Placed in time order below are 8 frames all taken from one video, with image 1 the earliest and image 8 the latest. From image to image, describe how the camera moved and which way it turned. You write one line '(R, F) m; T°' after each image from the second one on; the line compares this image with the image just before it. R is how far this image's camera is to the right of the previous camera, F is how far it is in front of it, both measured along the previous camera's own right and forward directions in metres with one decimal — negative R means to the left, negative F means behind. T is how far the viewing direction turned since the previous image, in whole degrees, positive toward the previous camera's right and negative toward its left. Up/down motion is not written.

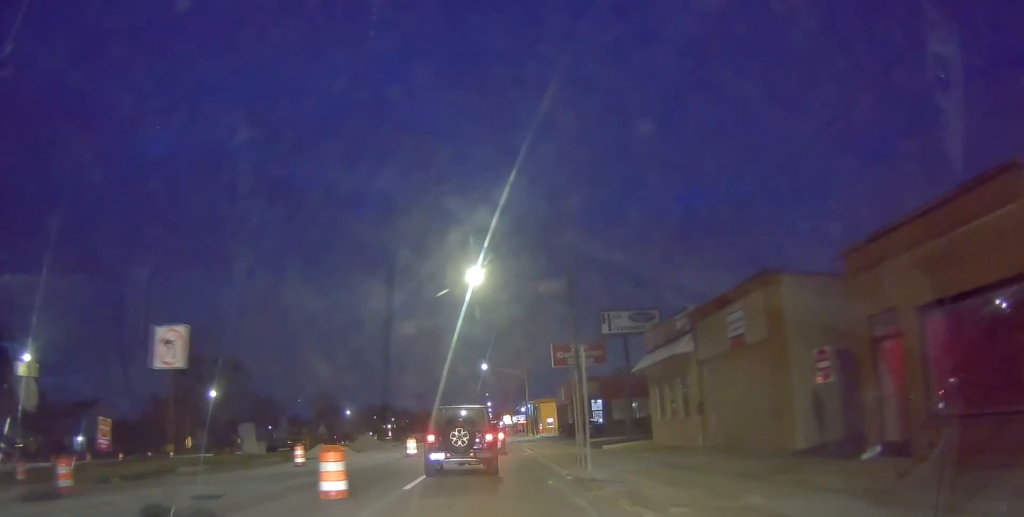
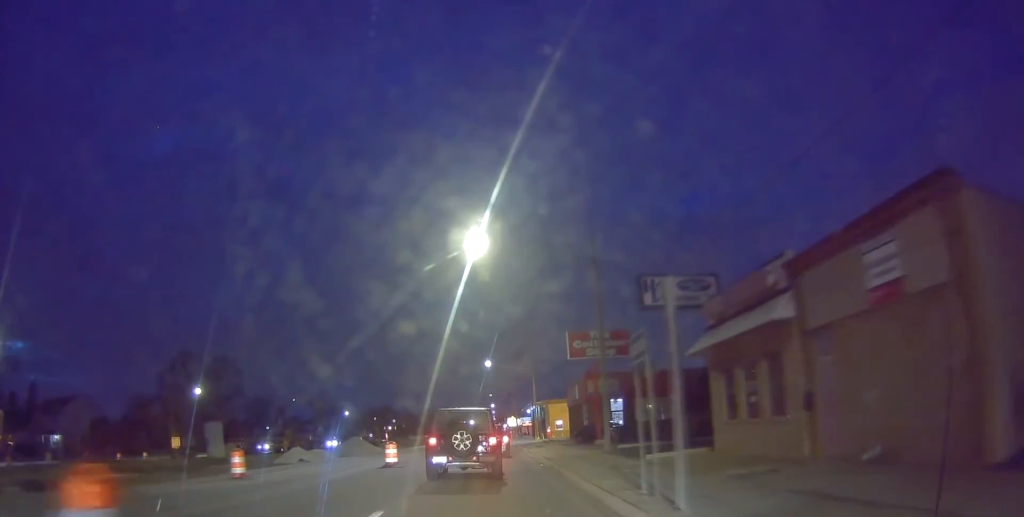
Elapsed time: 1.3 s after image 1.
(0.0, +6.3) m; 0°
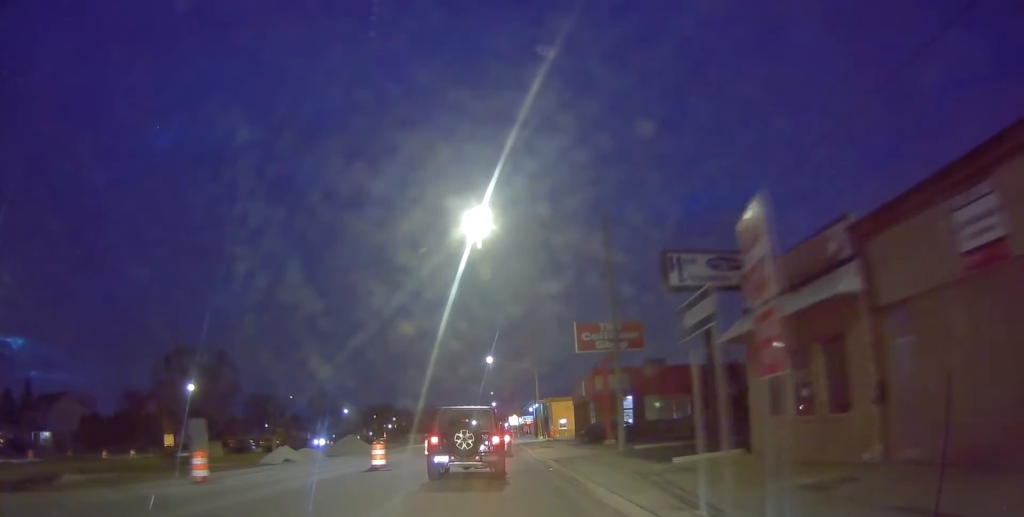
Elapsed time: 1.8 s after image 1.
(0.0, +2.6) m; +2°
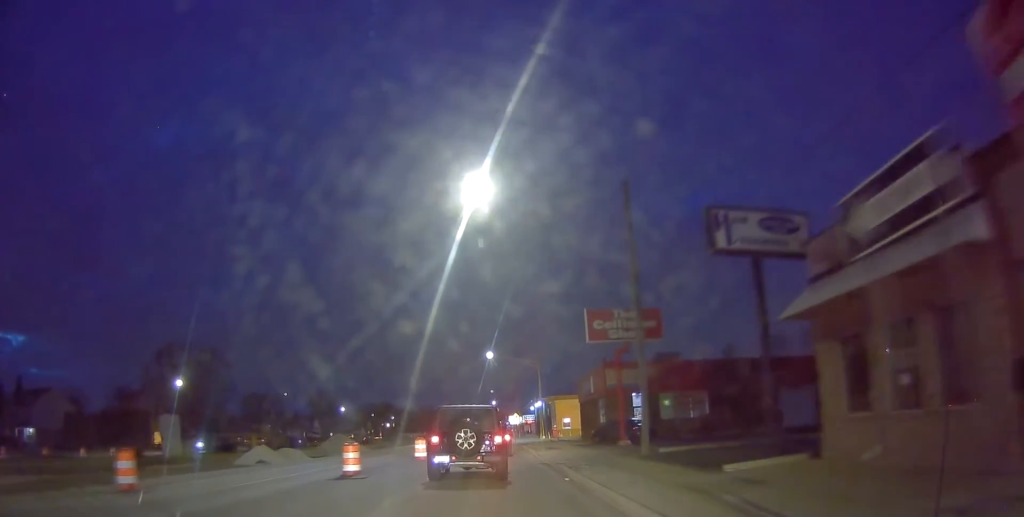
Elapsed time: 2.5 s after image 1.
(0.0, +3.6) m; +2°
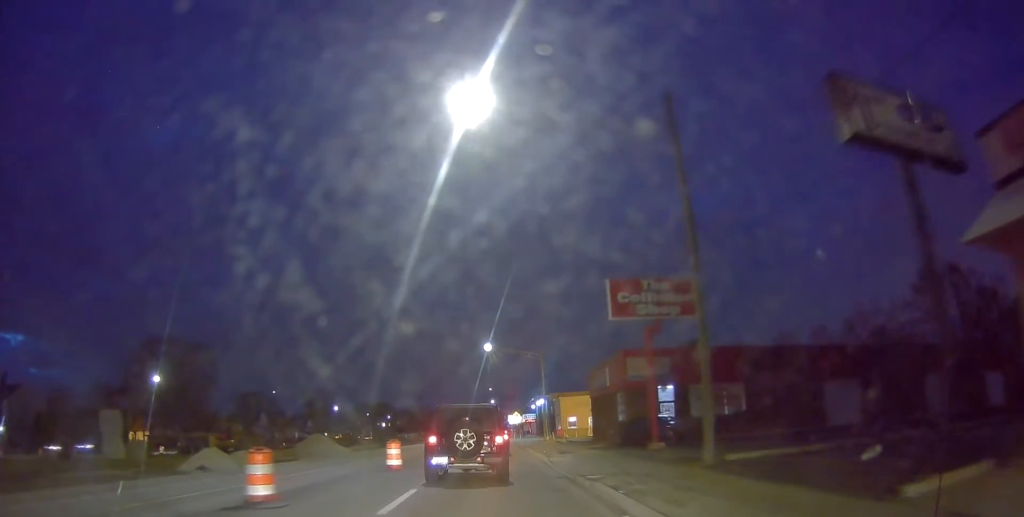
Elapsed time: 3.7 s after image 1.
(+0.2, +6.1) m; -2°
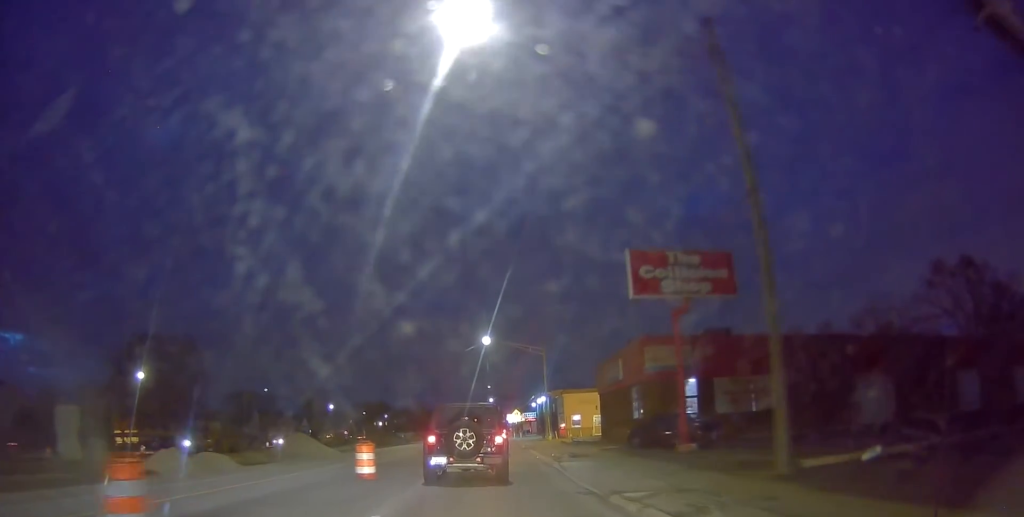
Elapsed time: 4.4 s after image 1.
(-0.2, +3.9) m; -3°
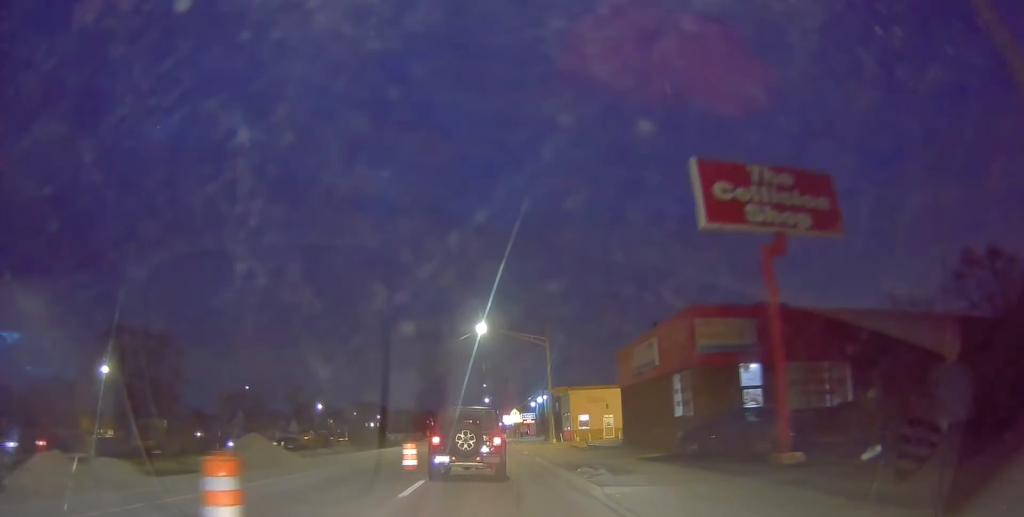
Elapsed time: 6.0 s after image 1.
(0.0, +7.7) m; 0°
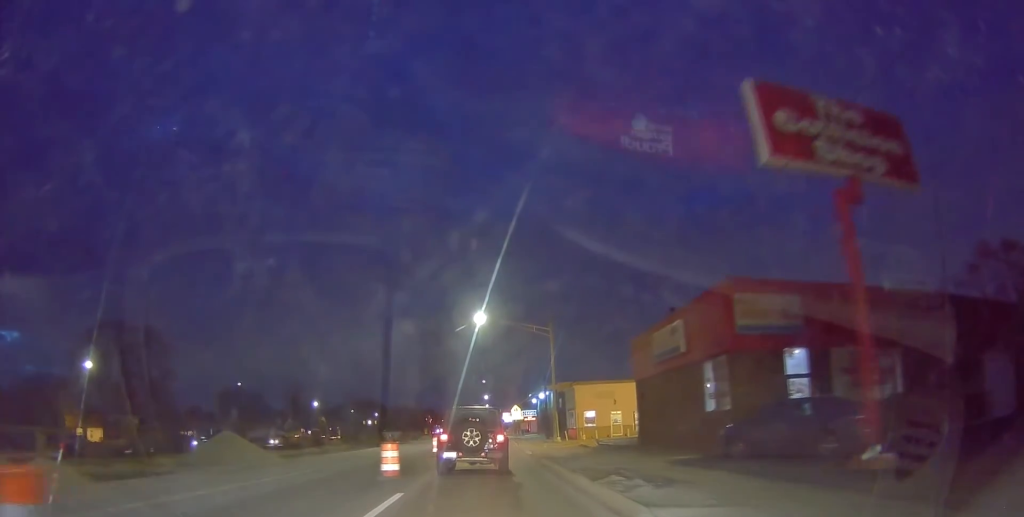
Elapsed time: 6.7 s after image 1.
(0.0, +3.7) m; 0°
